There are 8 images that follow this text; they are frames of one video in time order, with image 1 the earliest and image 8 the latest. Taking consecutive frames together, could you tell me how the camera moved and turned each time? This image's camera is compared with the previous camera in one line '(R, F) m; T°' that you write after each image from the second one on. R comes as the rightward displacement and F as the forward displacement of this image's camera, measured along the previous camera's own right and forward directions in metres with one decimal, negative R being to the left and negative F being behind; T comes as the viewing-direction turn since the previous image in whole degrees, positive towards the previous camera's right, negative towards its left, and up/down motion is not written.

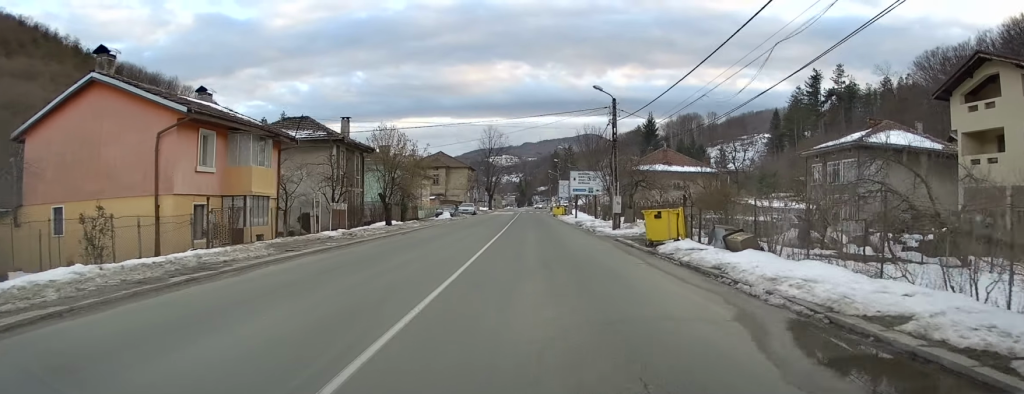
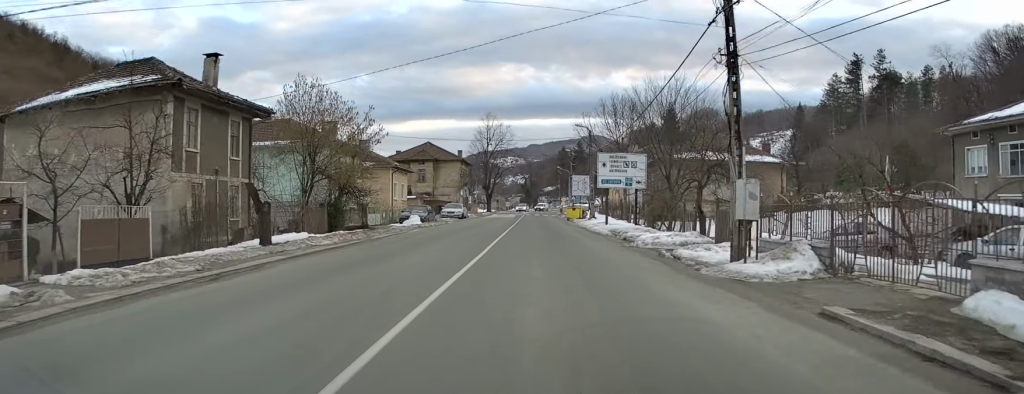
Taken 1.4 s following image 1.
(+0.2, +18.9) m; +2°
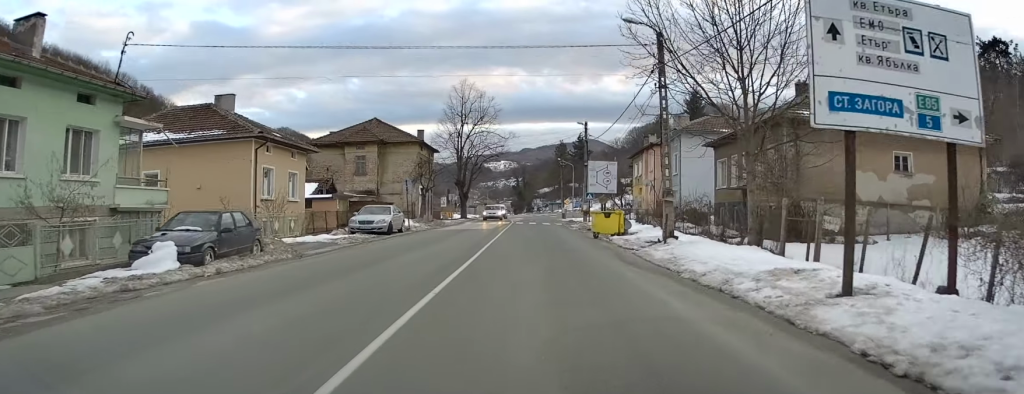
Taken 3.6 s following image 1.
(-0.1, +28.8) m; -1°
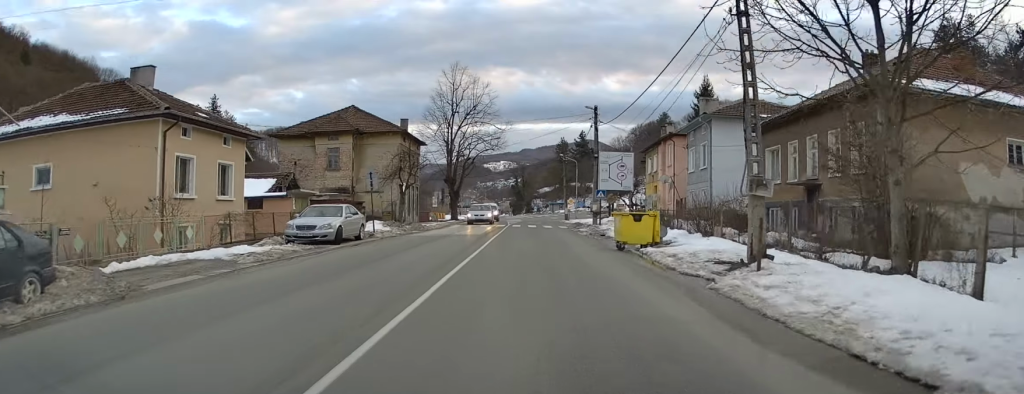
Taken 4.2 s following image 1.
(-0.1, +8.3) m; +1°
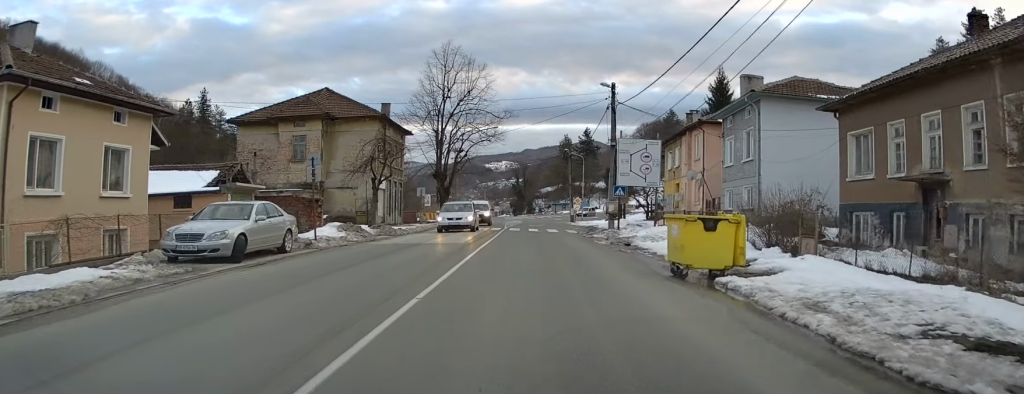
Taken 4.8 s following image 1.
(+0.1, +8.2) m; 0°
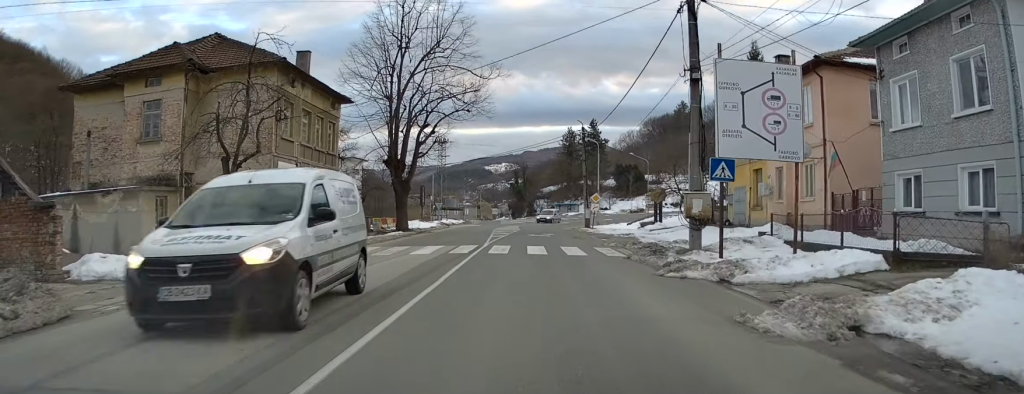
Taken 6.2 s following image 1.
(+0.1, +18.1) m; 0°
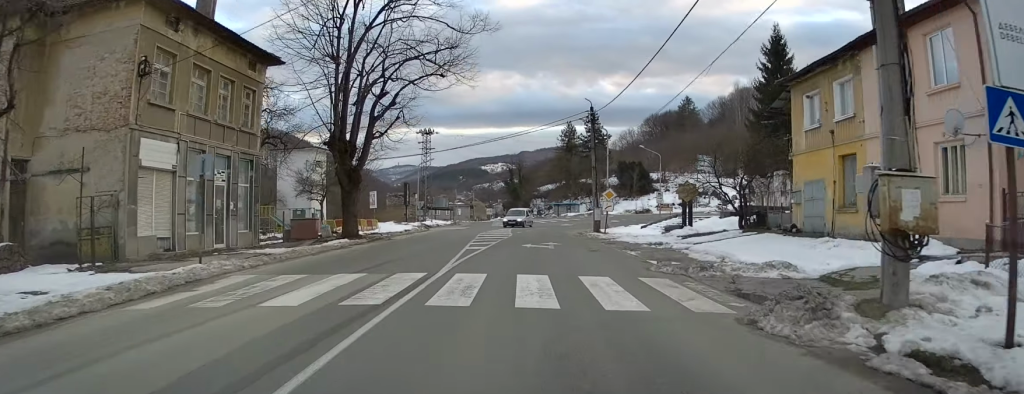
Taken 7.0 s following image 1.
(0.0, +9.9) m; +1°
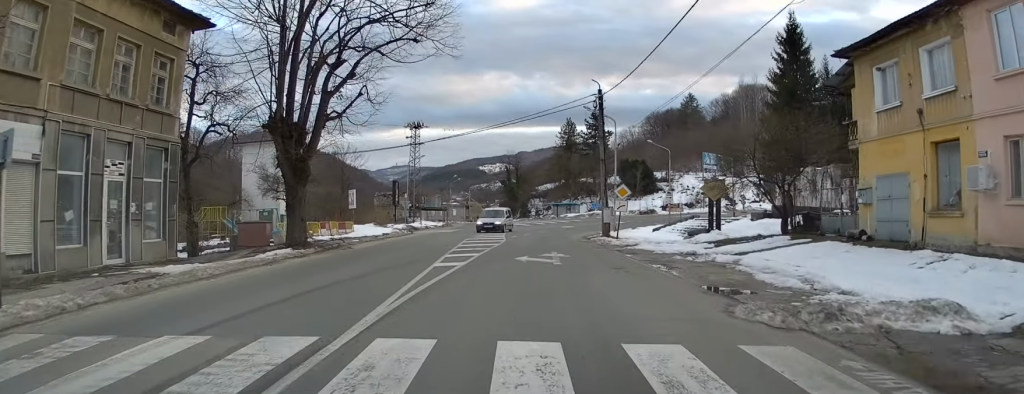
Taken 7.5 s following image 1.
(0.0, +6.1) m; +1°
